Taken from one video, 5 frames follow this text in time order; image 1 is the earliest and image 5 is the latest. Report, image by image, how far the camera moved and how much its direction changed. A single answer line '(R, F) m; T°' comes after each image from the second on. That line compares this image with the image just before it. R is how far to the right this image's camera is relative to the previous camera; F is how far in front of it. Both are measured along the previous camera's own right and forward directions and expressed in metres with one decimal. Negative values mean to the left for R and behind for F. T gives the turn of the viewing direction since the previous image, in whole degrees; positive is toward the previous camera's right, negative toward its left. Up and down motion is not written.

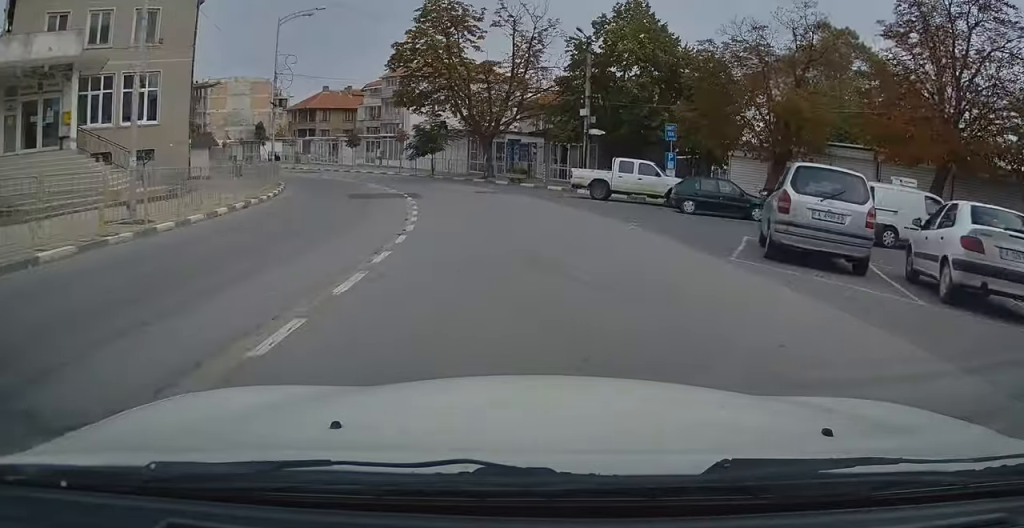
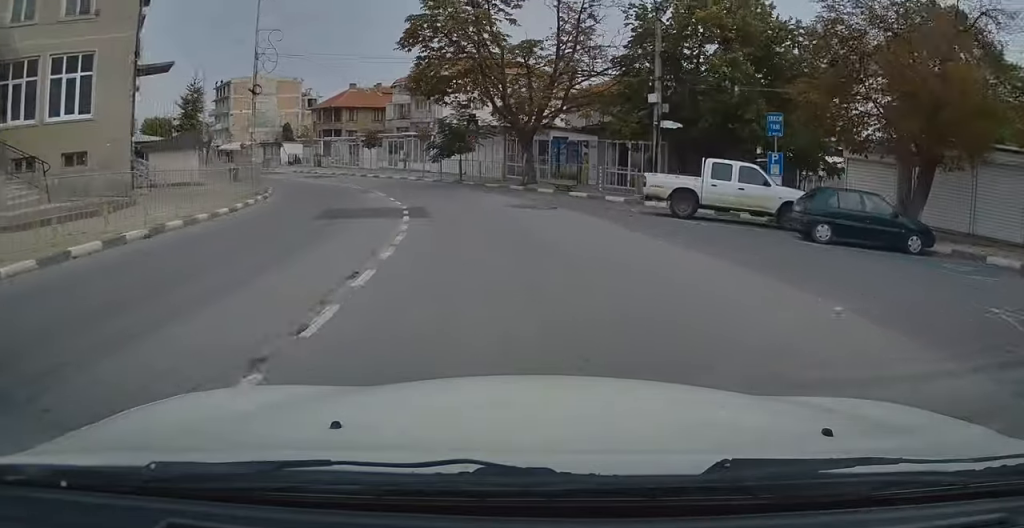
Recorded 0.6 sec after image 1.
(0.0, +7.5) m; -3°
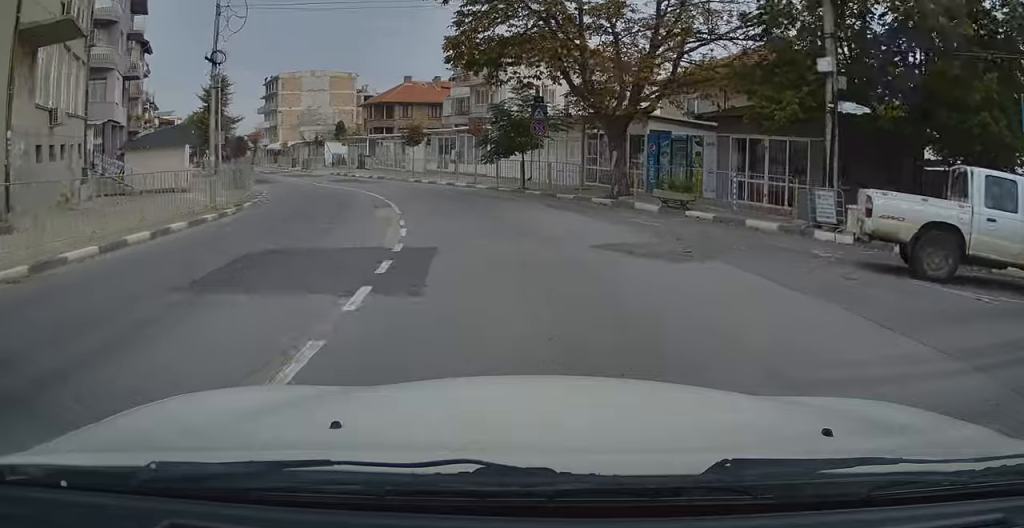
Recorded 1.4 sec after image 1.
(-0.5, +9.0) m; -6°
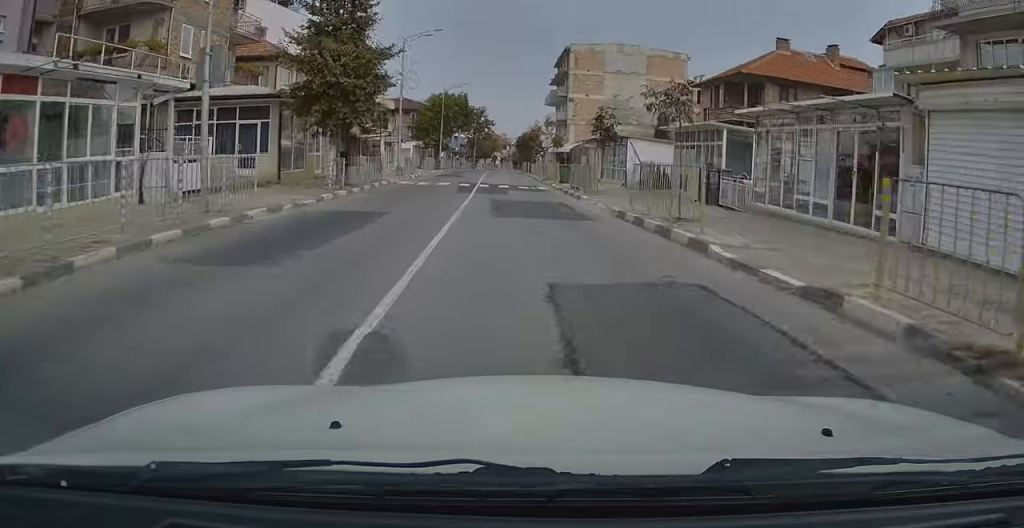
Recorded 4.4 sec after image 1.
(-9.2, +33.3) m; -30°
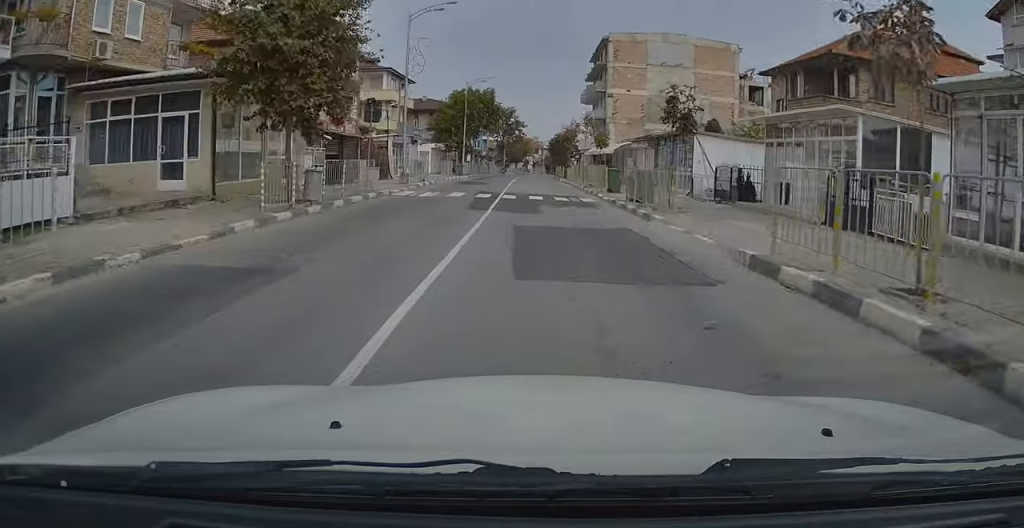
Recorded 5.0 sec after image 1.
(-0.3, +7.8) m; -4°
